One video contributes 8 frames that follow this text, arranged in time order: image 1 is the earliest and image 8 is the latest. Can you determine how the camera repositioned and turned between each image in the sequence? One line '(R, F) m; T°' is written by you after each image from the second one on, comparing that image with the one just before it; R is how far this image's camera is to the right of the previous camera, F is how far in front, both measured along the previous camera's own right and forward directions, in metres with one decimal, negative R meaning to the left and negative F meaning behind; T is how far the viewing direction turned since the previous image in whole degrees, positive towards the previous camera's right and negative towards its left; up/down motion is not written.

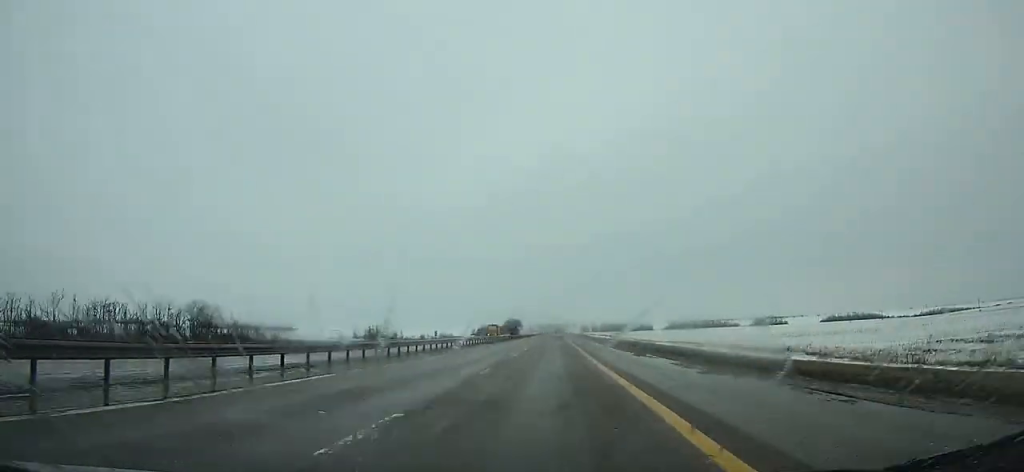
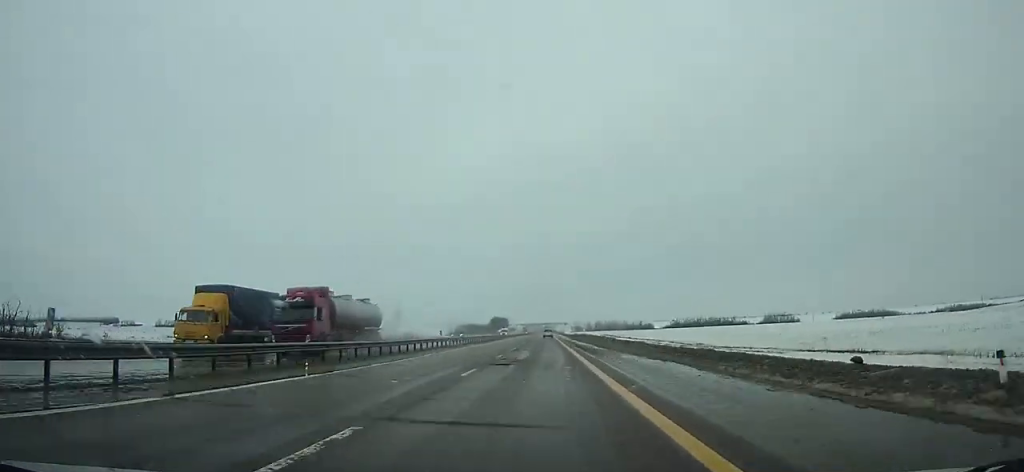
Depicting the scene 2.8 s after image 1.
(0.0, +73.8) m; 0°
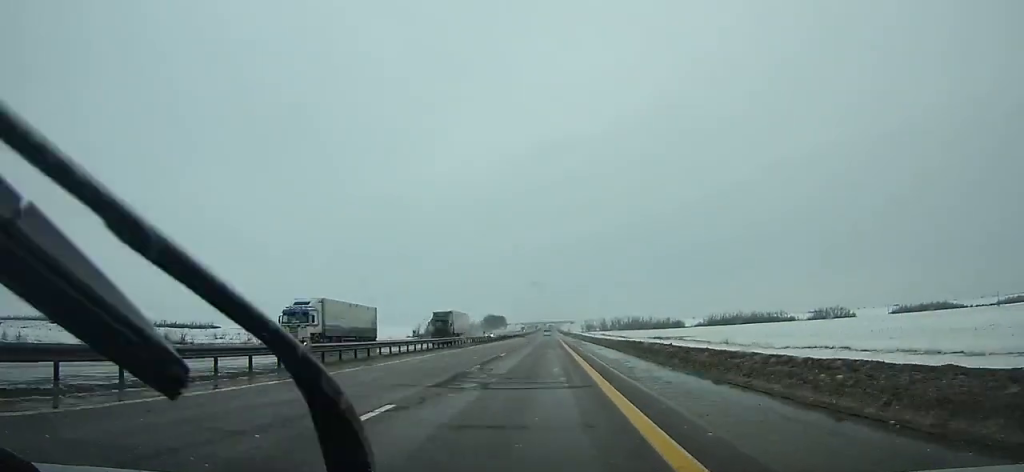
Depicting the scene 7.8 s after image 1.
(0.0, +129.3) m; 0°
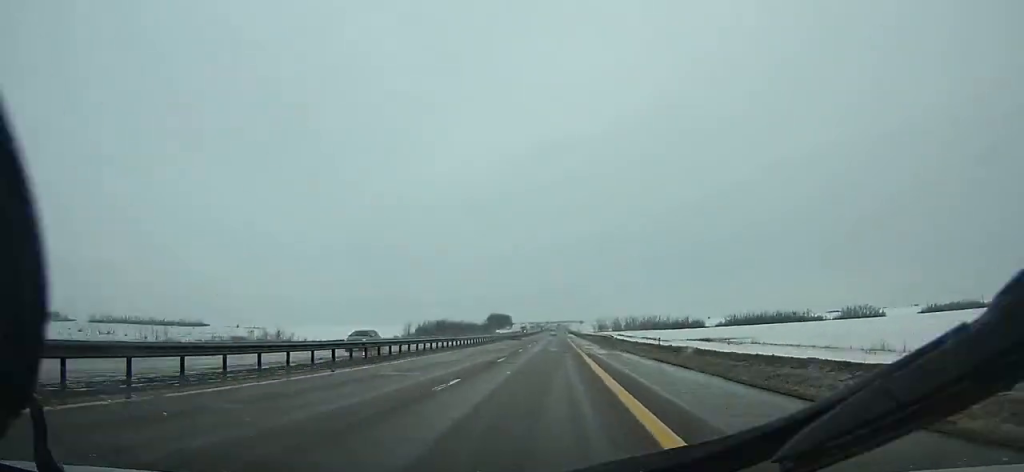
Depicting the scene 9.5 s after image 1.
(-0.2, +43.2) m; 0°
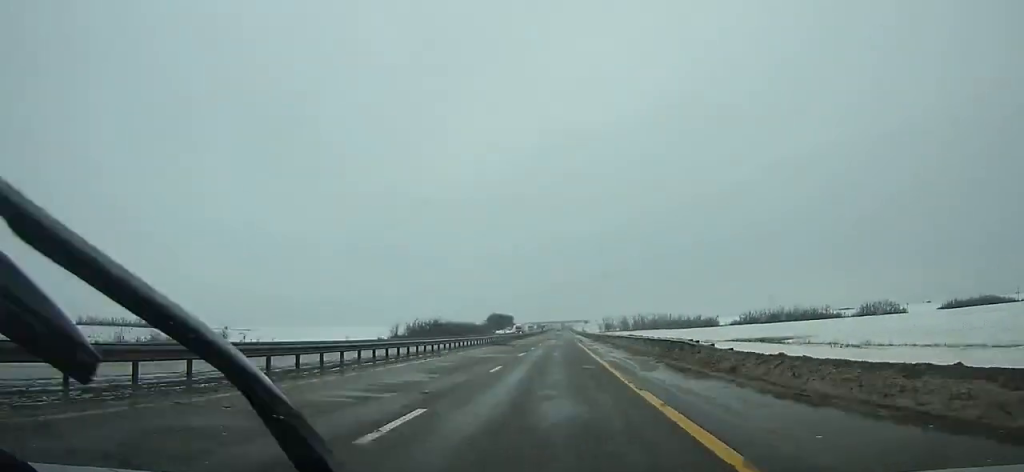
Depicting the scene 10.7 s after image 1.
(-0.1, +30.5) m; 0°
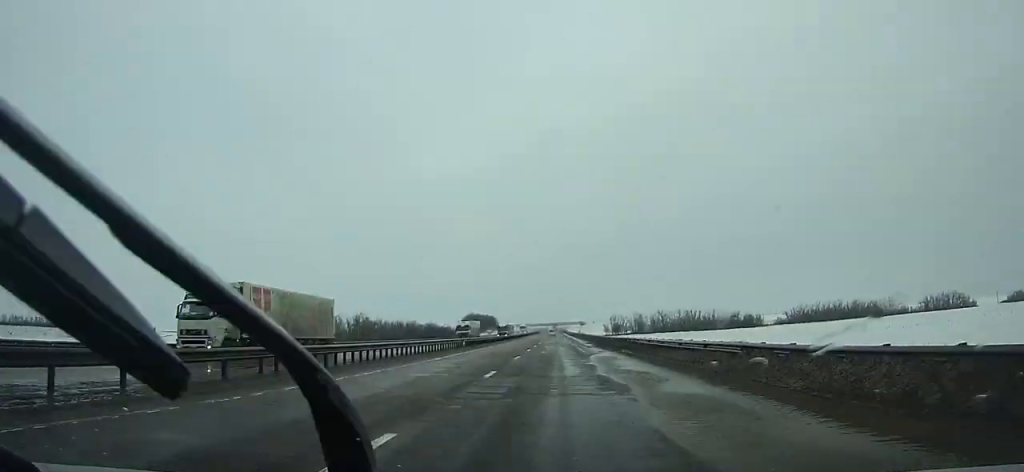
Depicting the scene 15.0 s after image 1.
(+0.3, +108.3) m; 0°
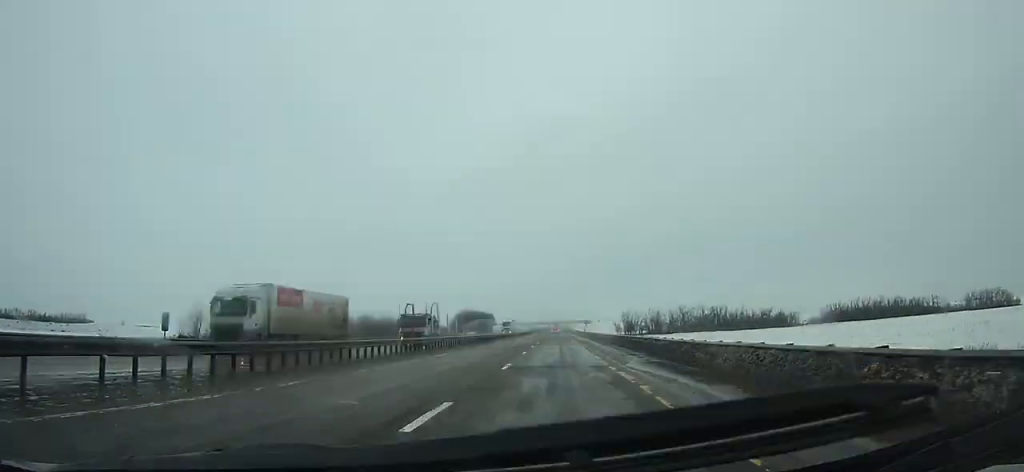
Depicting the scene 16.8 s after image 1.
(-0.1, +45.0) m; 0°
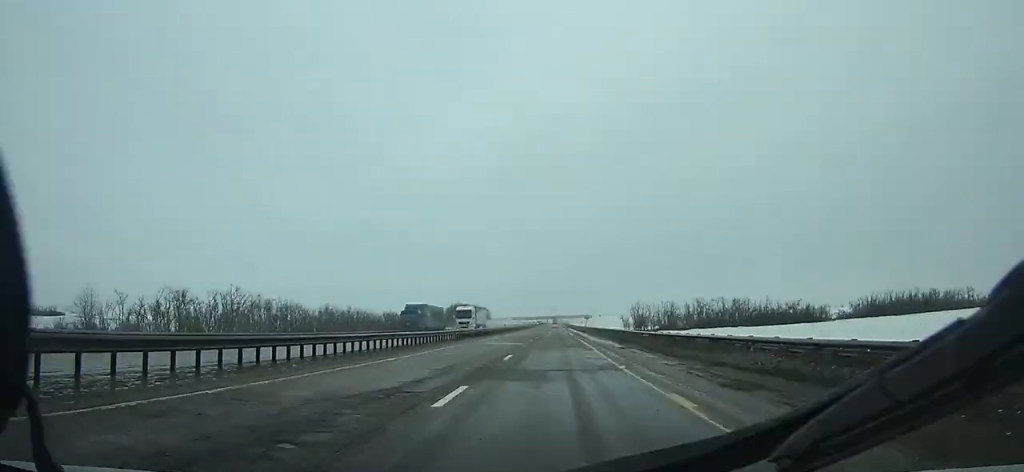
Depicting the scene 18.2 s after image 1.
(+0.1, +34.6) m; 0°
